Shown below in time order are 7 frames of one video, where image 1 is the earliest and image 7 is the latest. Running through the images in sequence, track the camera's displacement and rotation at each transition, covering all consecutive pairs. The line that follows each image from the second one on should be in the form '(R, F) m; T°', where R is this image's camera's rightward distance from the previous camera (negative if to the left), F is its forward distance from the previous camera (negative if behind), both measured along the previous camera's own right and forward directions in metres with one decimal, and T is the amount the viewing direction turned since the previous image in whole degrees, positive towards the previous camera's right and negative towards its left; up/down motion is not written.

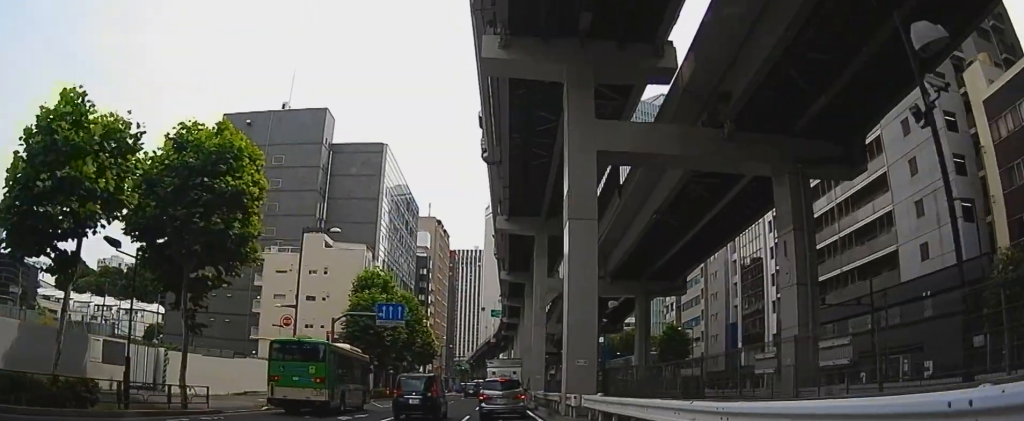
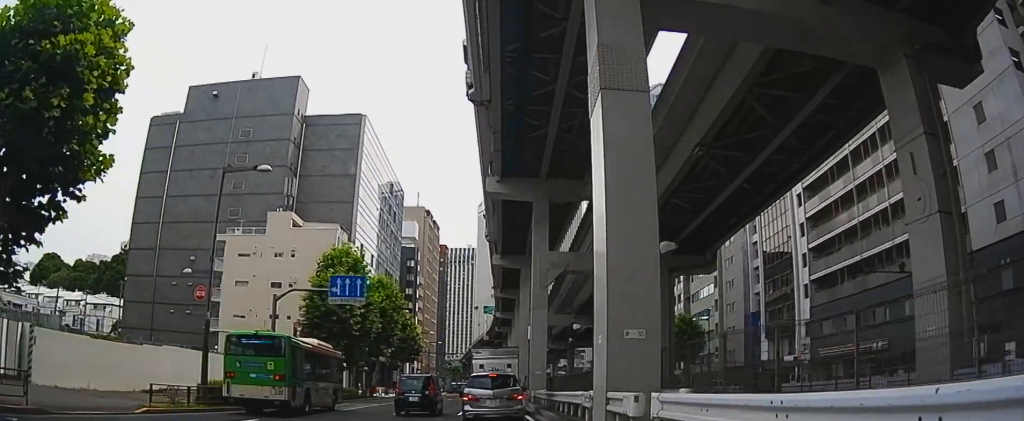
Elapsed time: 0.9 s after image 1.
(+0.2, +7.9) m; +3°
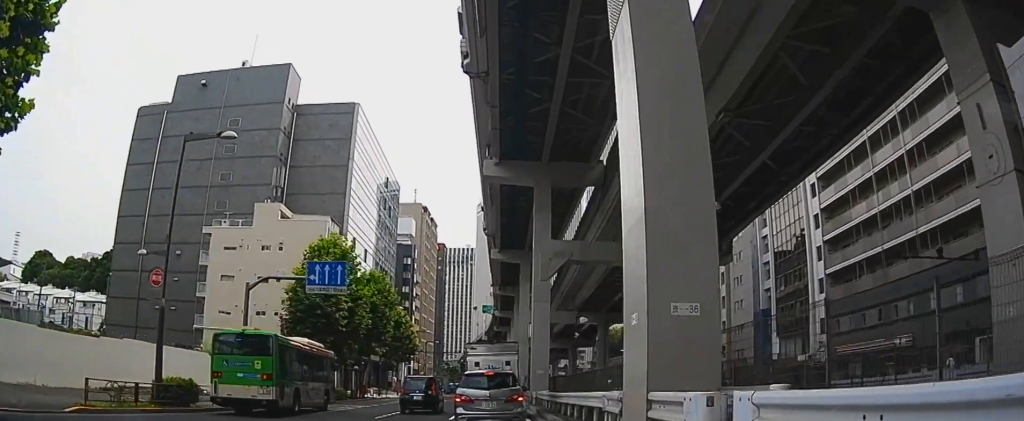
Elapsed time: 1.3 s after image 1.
(+0.1, +3.5) m; +2°
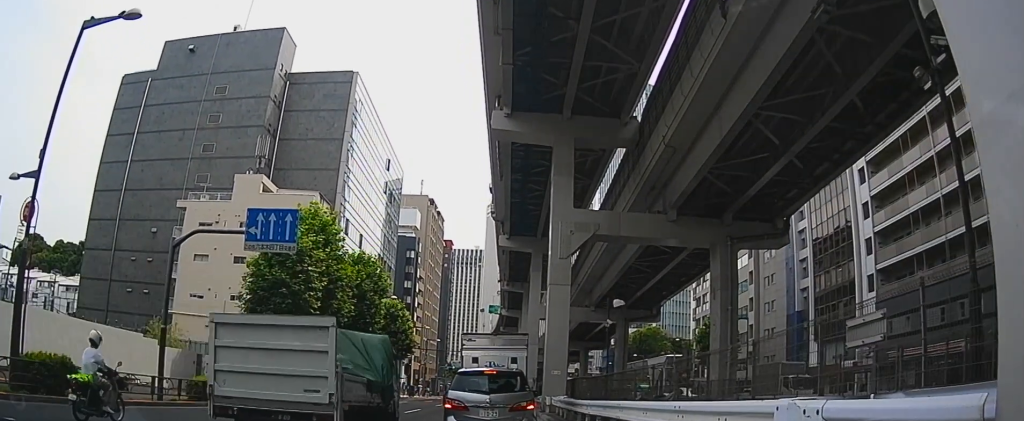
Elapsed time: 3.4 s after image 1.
(+0.1, +10.3) m; +1°
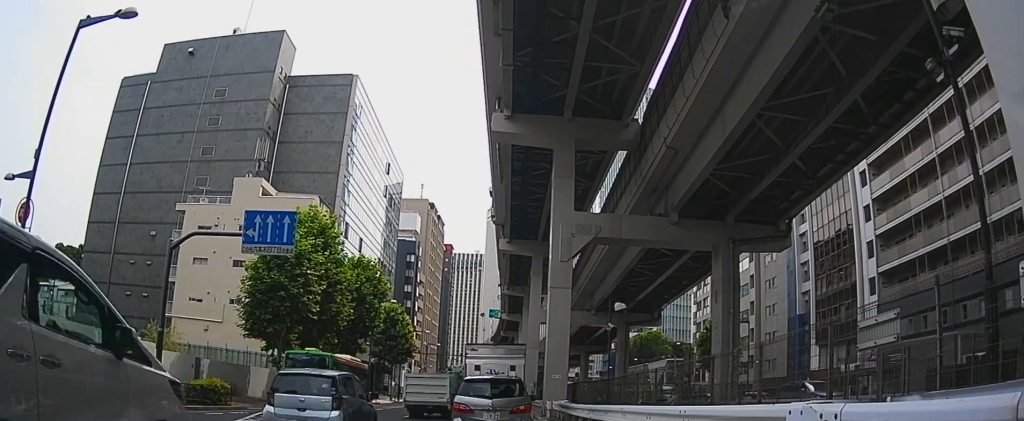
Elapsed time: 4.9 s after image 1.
(0.0, +1.8) m; 0°
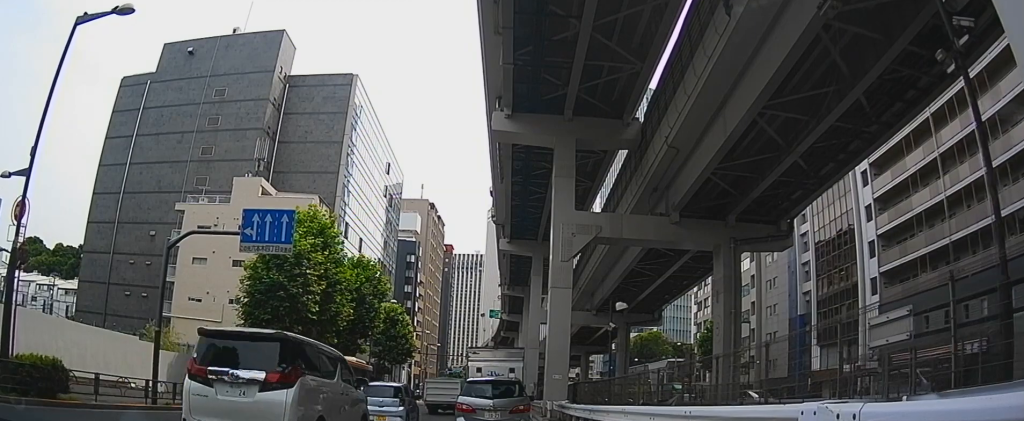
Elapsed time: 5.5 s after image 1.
(0.0, +0.2) m; 0°
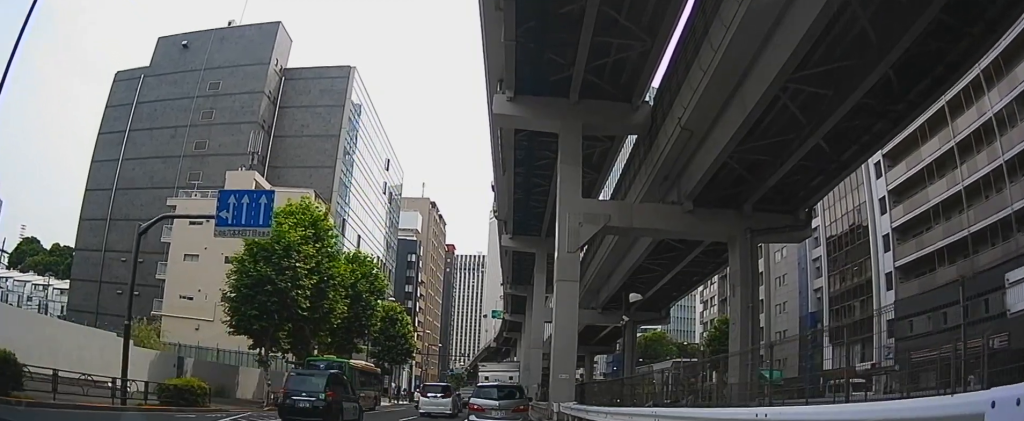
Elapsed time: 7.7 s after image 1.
(0.0, +1.1) m; 0°
